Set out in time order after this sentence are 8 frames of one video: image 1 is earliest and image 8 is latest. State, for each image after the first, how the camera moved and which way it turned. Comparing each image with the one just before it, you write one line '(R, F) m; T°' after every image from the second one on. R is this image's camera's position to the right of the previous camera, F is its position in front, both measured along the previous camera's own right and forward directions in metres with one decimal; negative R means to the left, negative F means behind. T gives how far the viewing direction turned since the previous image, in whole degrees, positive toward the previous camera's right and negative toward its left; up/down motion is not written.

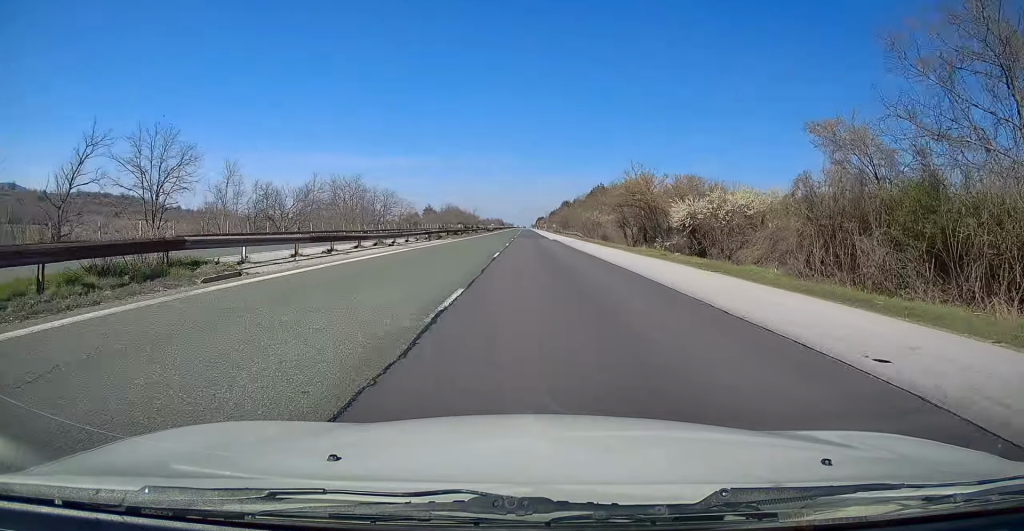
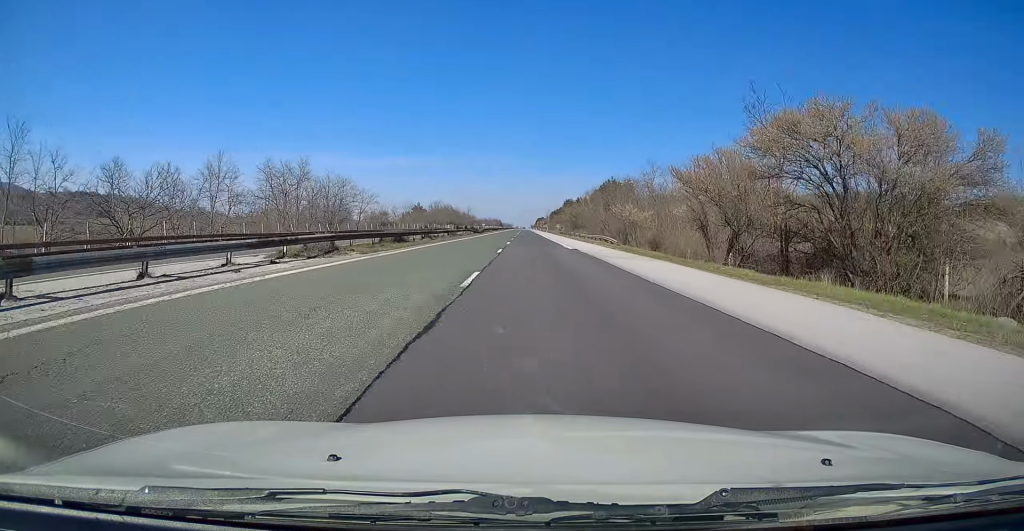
(+0.1, +27.6) m; 0°
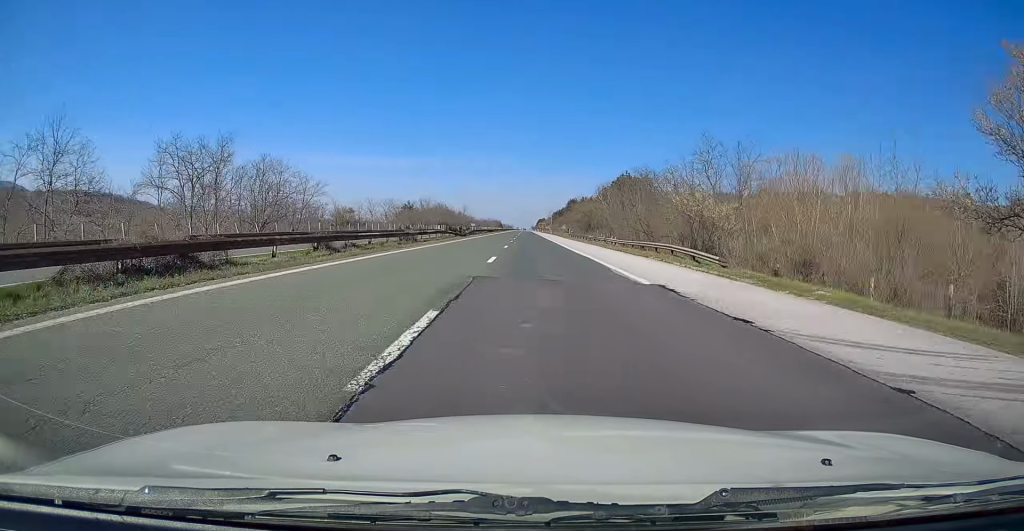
(+0.1, +23.6) m; 0°
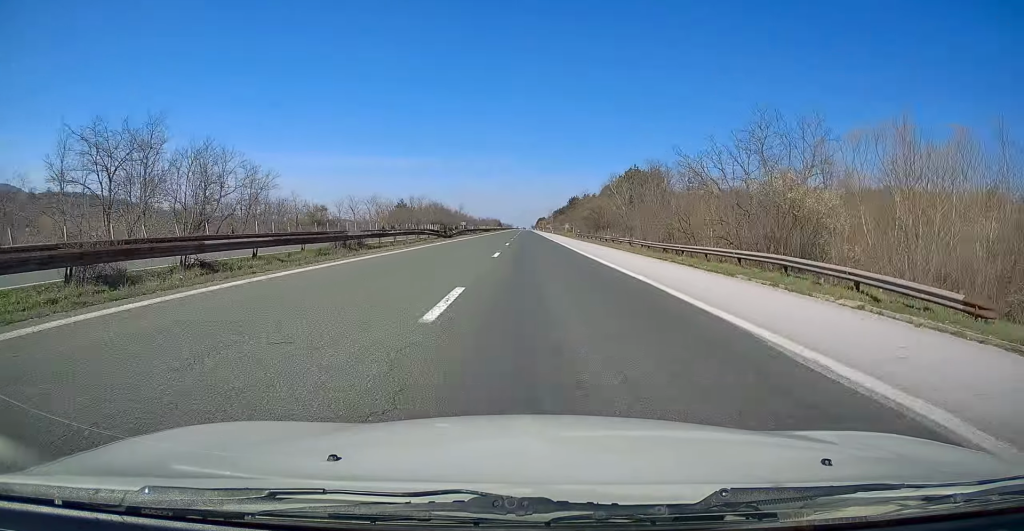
(0.0, +12.8) m; 0°
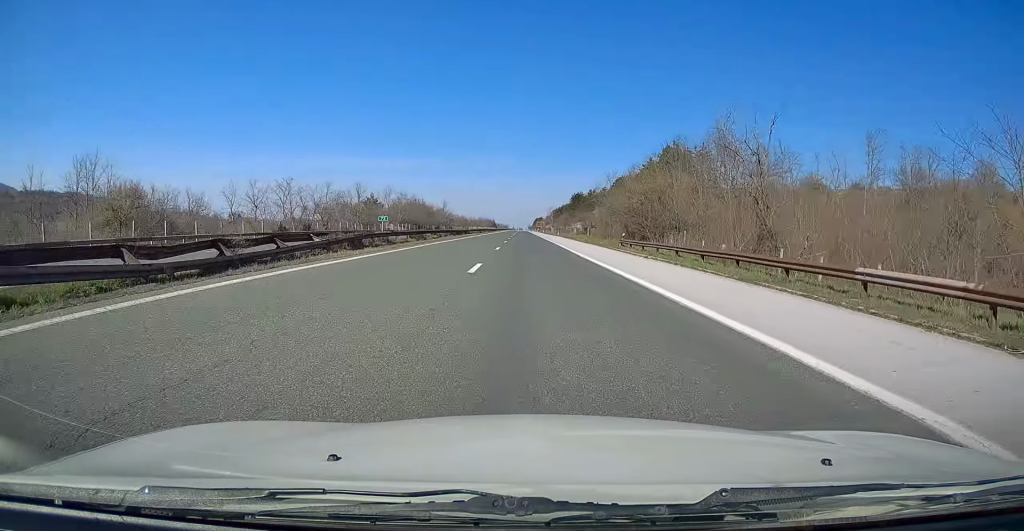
(-0.2, +40.4) m; 0°
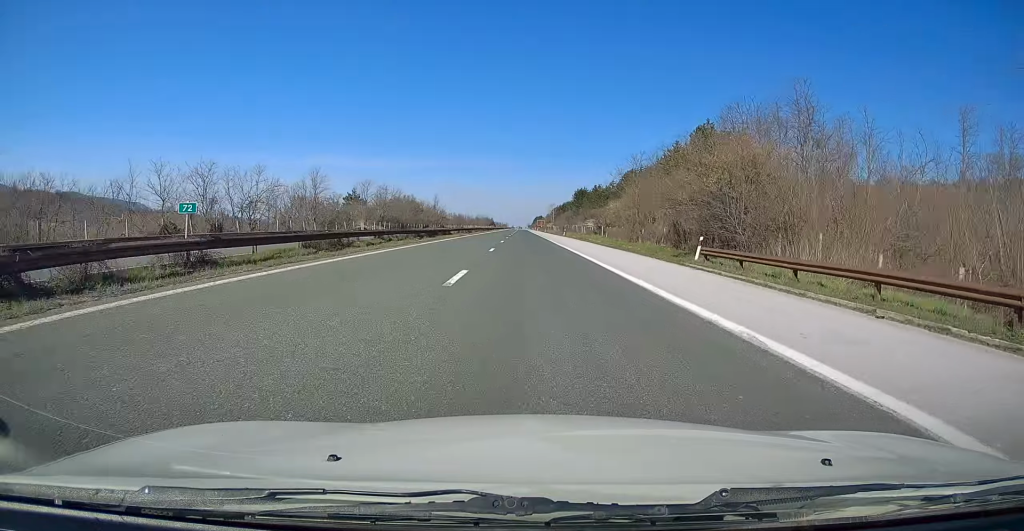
(0.0, +19.7) m; 0°
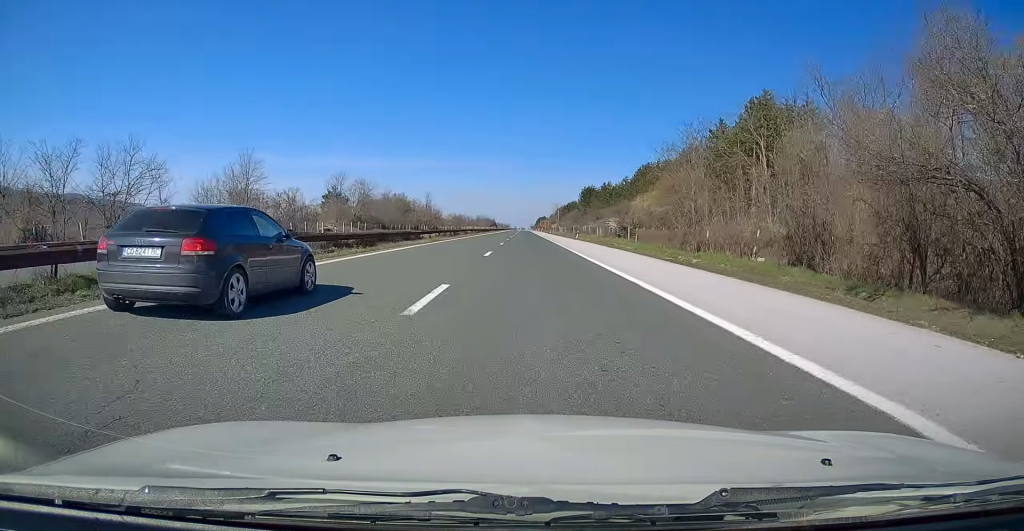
(+0.2, +19.7) m; 0°
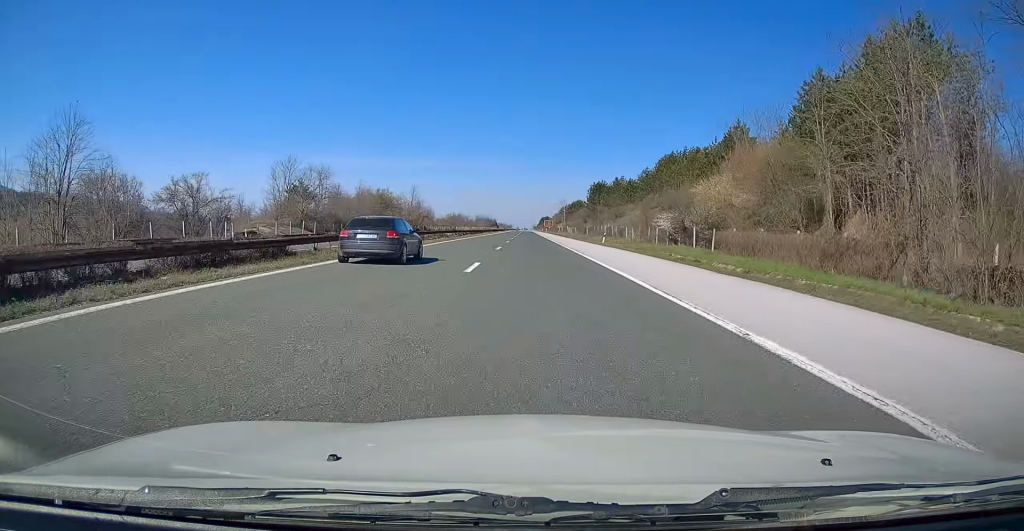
(0.0, +24.7) m; 0°
